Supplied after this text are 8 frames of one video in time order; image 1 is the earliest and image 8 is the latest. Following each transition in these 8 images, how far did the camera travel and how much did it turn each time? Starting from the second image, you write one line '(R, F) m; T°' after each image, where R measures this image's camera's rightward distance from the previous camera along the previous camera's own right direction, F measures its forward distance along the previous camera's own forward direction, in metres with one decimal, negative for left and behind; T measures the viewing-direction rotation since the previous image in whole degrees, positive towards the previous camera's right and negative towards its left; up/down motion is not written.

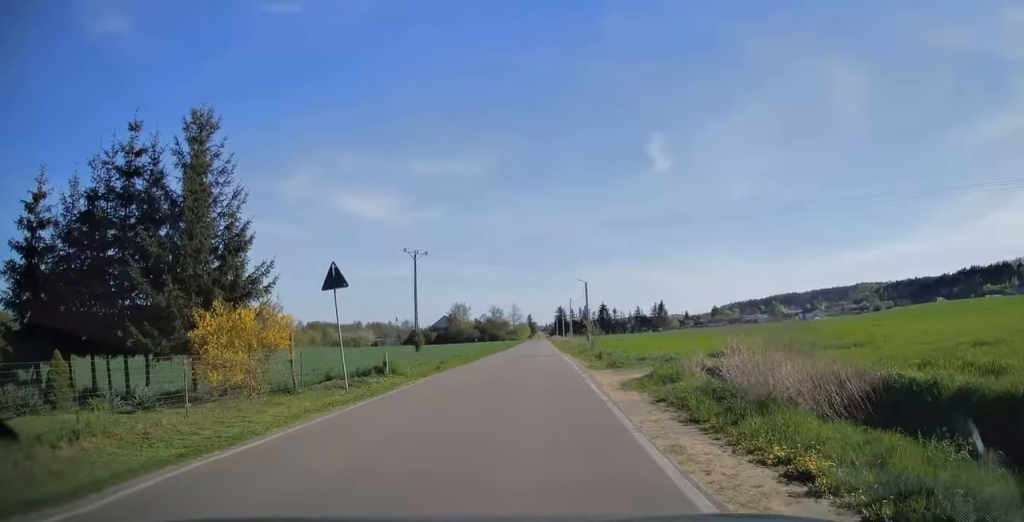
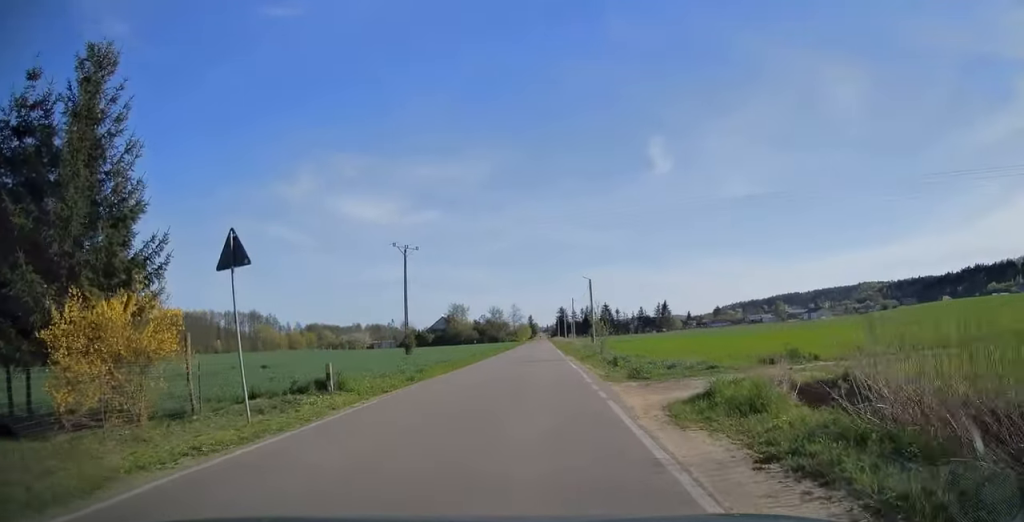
(0.0, +5.8) m; 0°
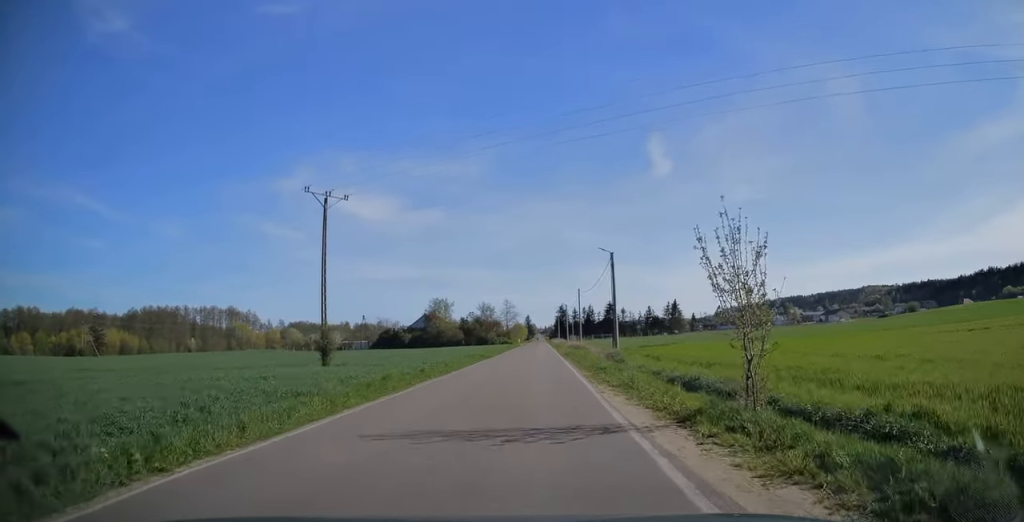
(0.0, +25.1) m; 0°
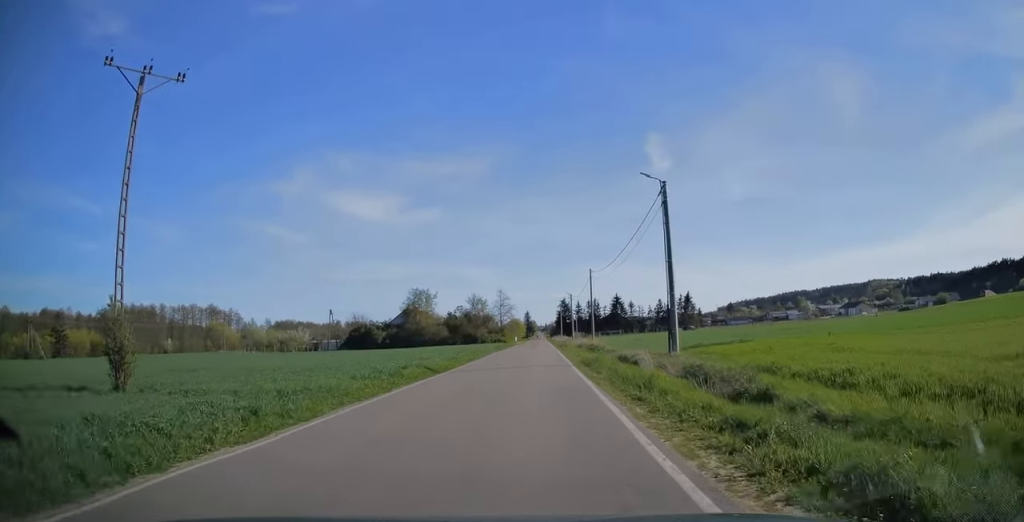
(+0.1, +22.0) m; 0°
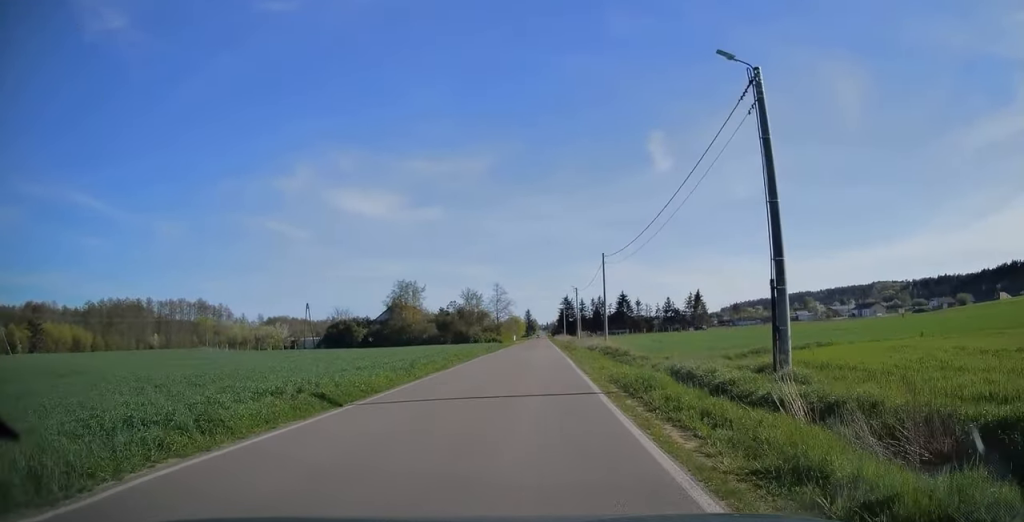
(-0.1, +12.6) m; 0°
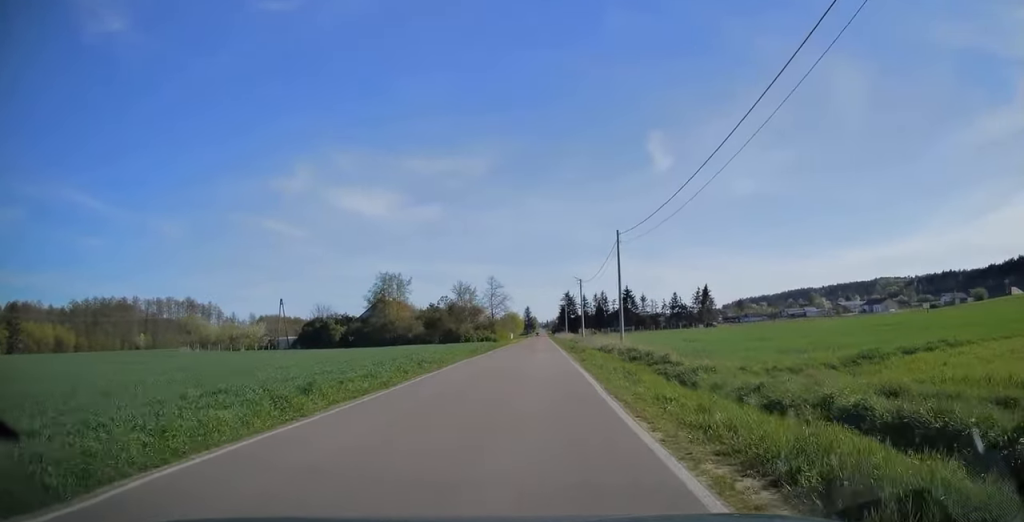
(0.0, +11.0) m; 0°
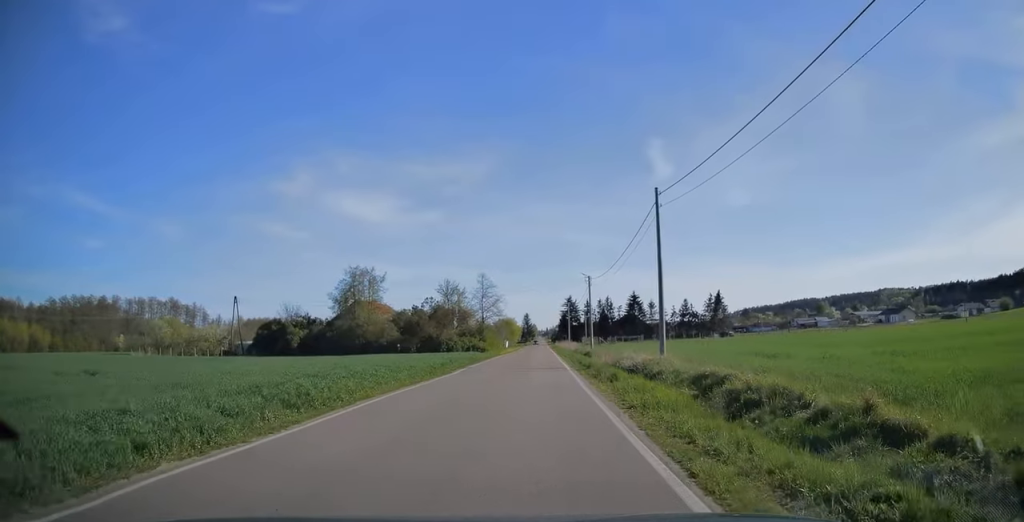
(+0.1, +15.3) m; 0°
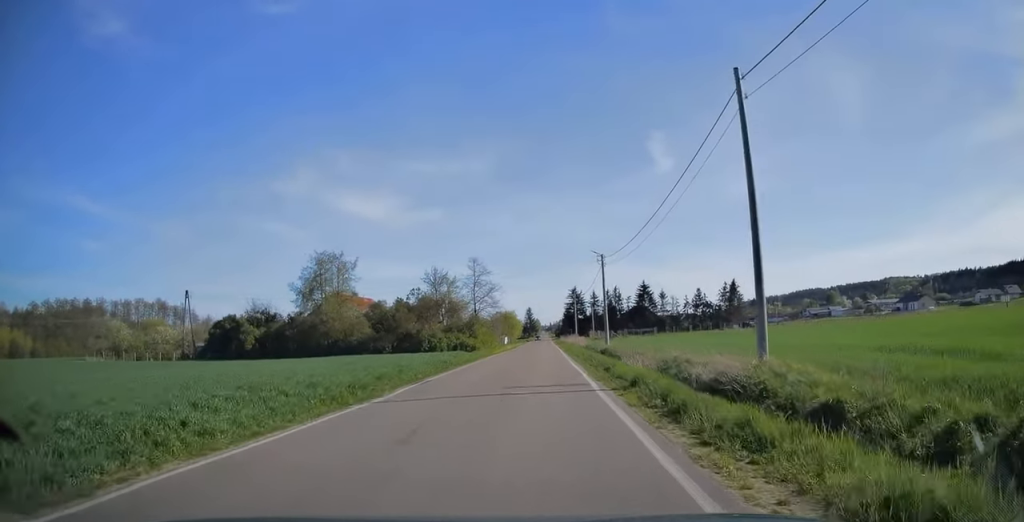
(0.0, +13.0) m; 0°
